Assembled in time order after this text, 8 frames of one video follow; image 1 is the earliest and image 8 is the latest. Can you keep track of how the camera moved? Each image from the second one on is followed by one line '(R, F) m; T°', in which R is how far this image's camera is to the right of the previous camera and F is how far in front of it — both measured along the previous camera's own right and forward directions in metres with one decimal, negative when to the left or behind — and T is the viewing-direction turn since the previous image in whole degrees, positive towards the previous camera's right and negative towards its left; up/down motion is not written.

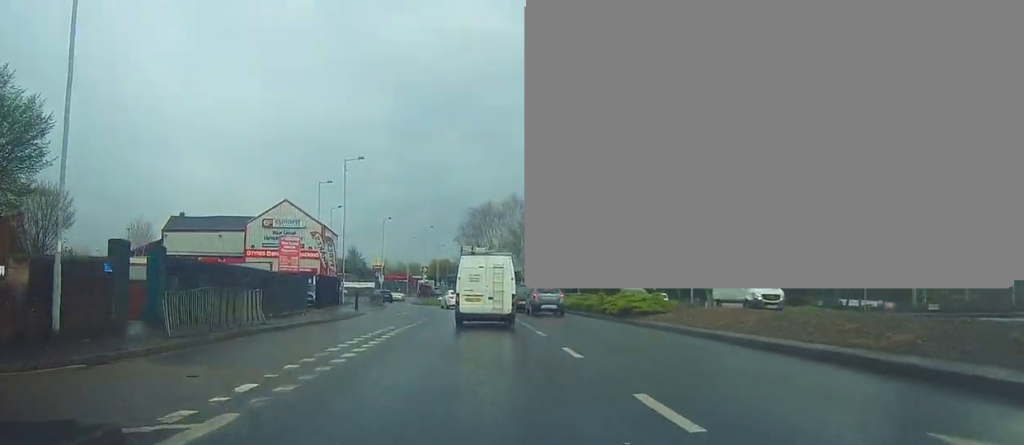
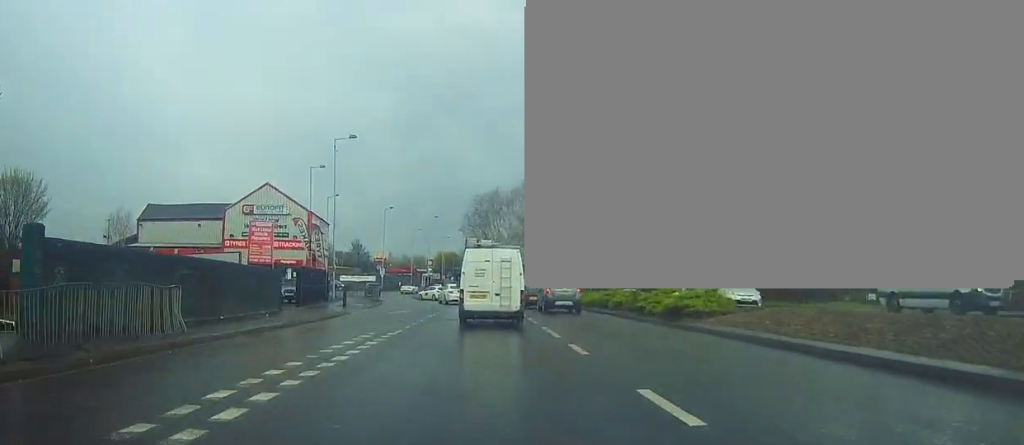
(-0.1, +6.0) m; 0°
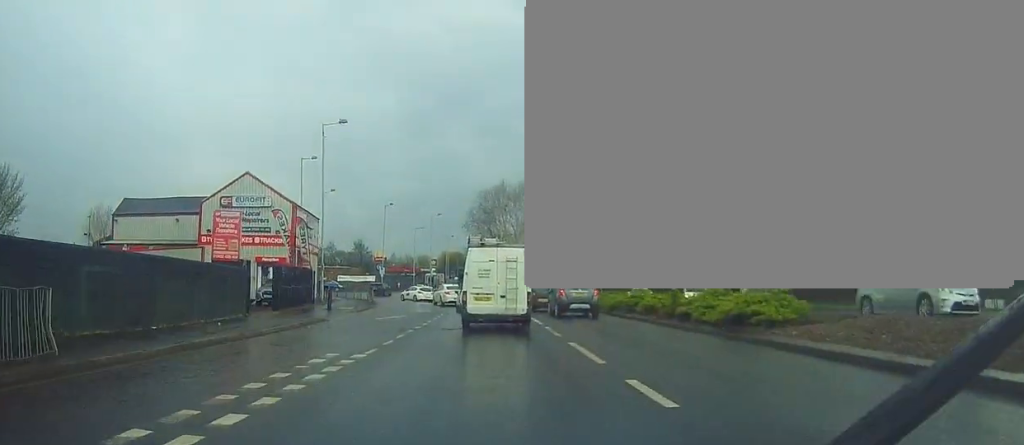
(0.0, +5.0) m; 0°
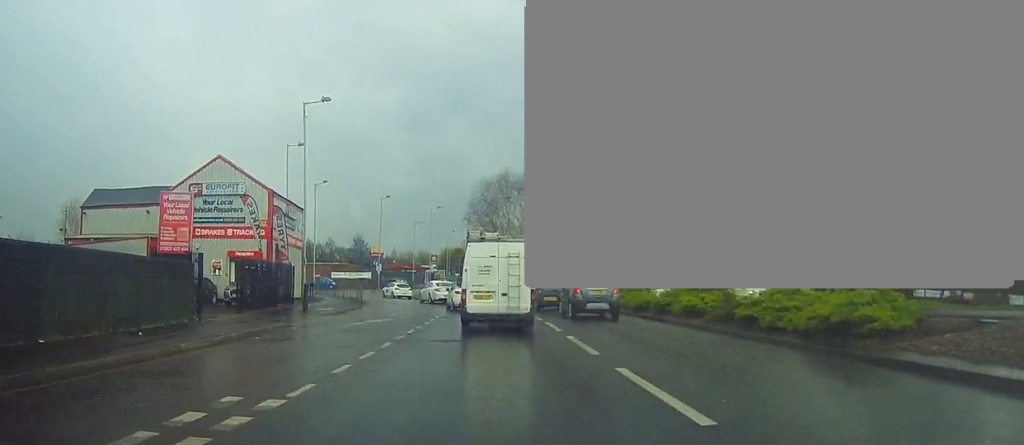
(0.0, +5.1) m; 0°
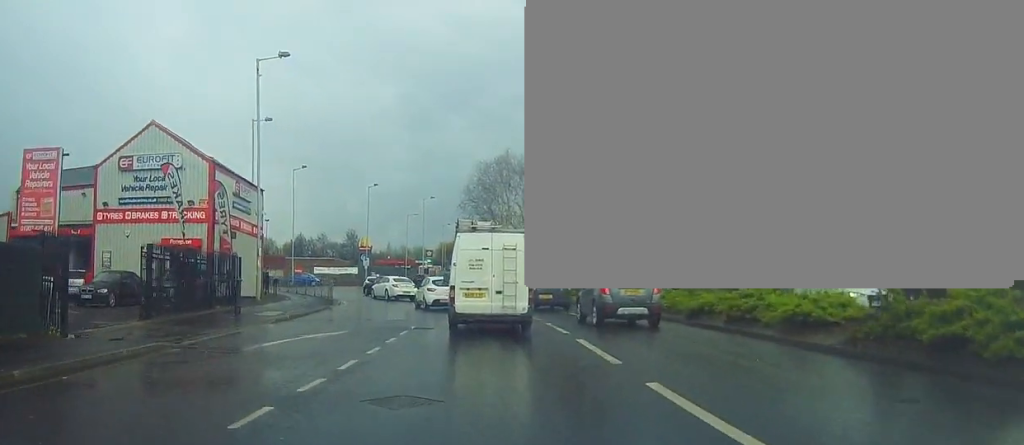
(+0.1, +8.0) m; +1°
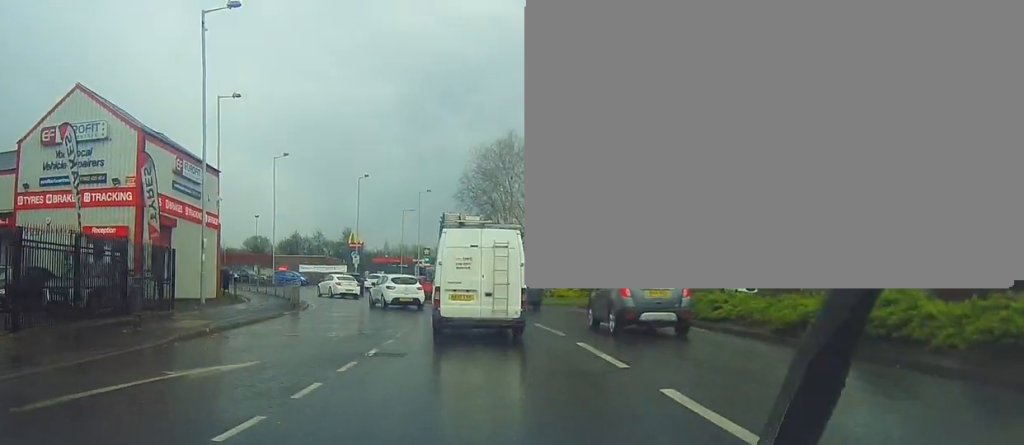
(-0.2, +6.5) m; -2°
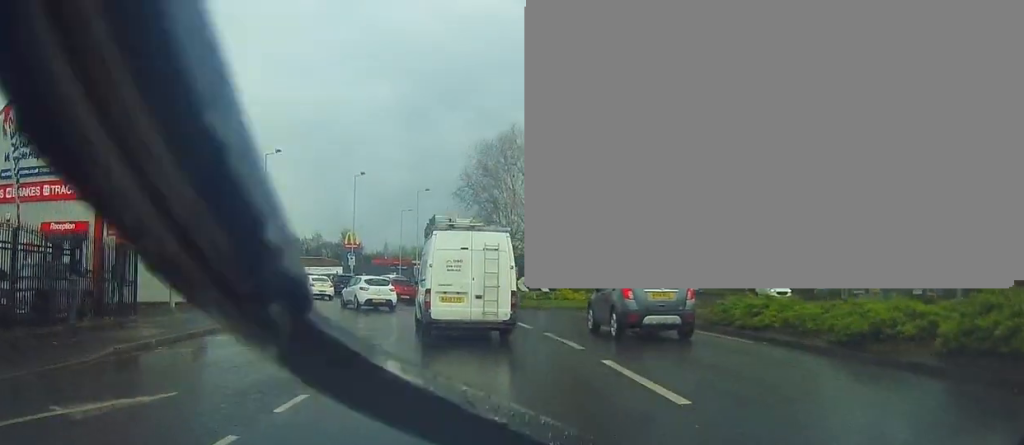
(0.0, +2.7) m; +1°
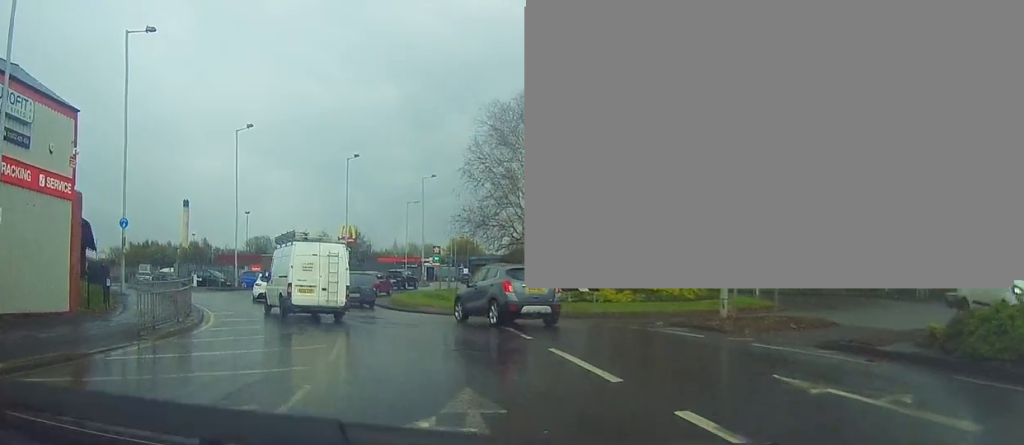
(0.0, +10.7) m; -1°
